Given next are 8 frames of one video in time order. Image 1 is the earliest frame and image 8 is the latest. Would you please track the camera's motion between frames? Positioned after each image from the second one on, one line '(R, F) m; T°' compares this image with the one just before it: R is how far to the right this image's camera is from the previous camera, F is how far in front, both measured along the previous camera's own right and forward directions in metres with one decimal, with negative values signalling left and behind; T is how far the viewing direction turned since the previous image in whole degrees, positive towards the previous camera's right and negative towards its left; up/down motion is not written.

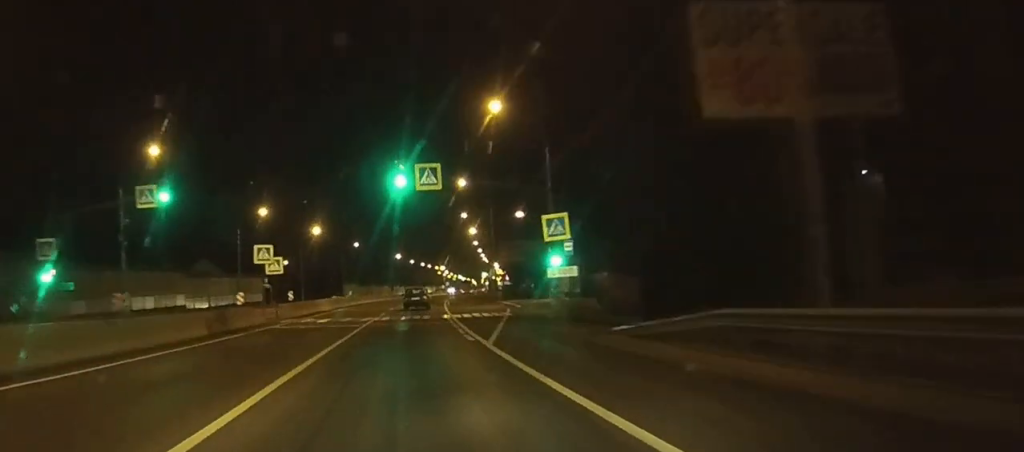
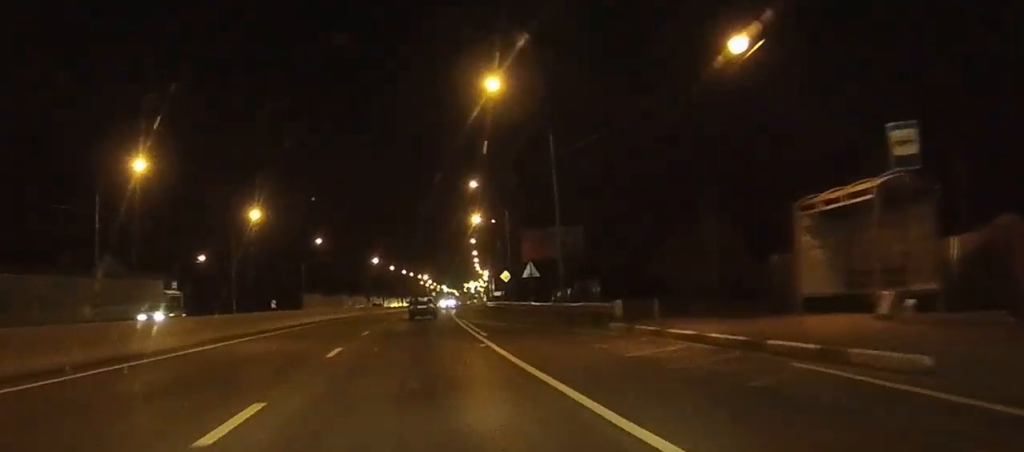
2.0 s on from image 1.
(+0.4, +40.1) m; +1°
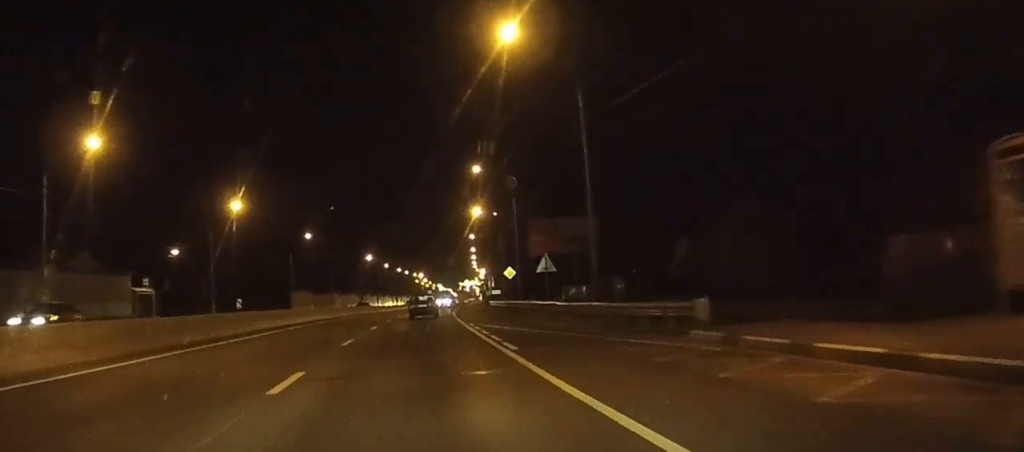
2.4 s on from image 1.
(0.0, +7.9) m; 0°
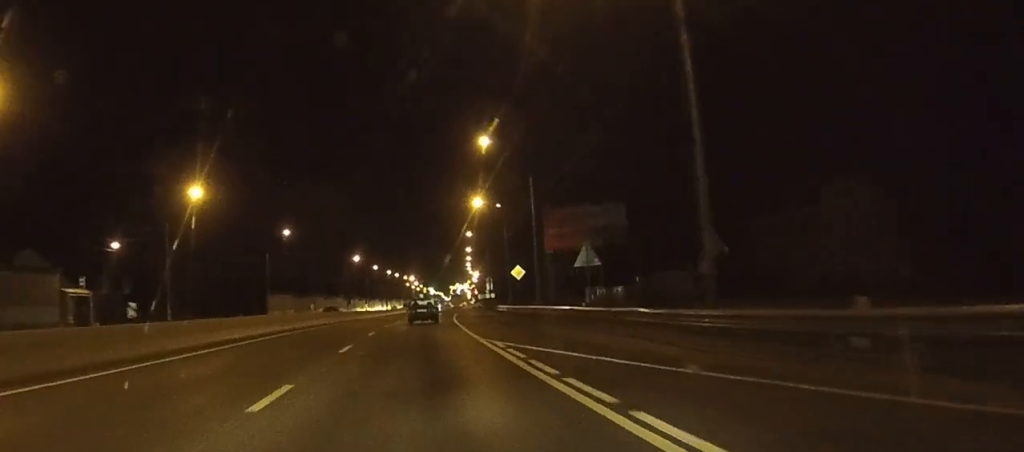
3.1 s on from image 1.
(+0.1, +13.3) m; 0°
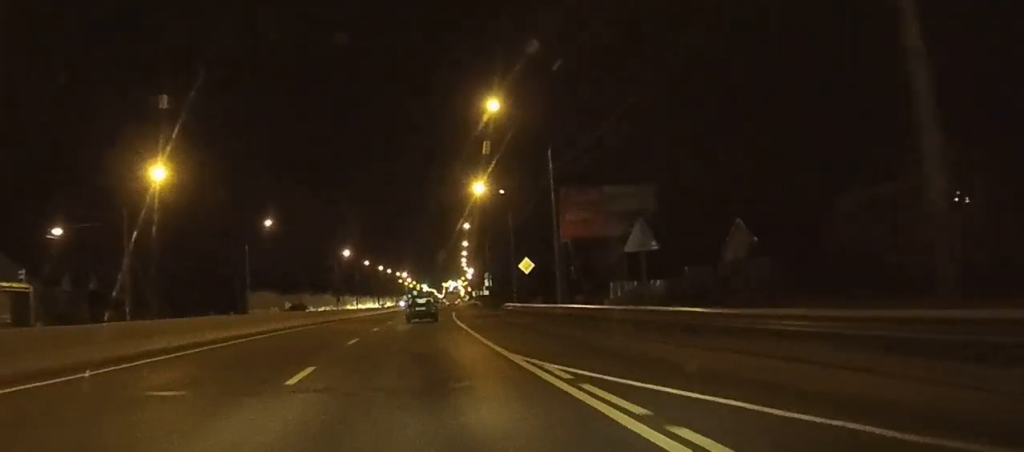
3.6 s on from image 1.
(0.0, +9.3) m; 0°
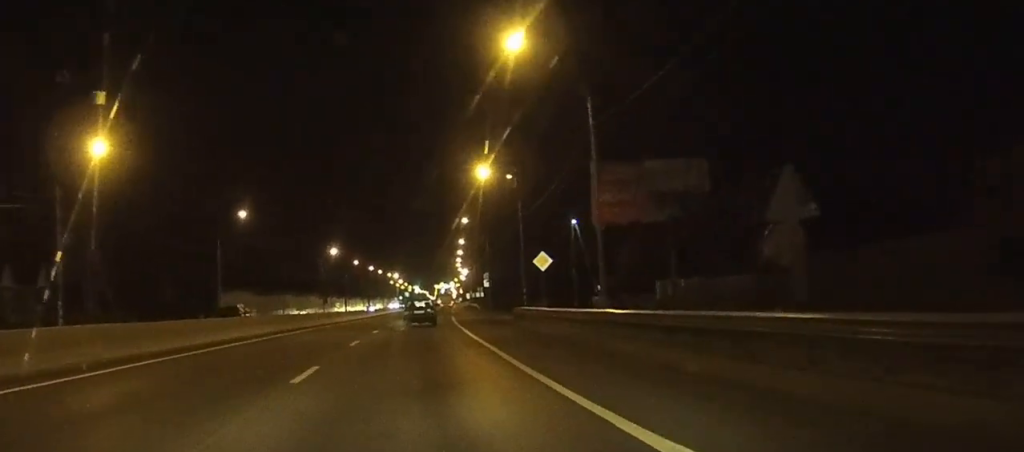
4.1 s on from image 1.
(0.0, +11.3) m; 0°
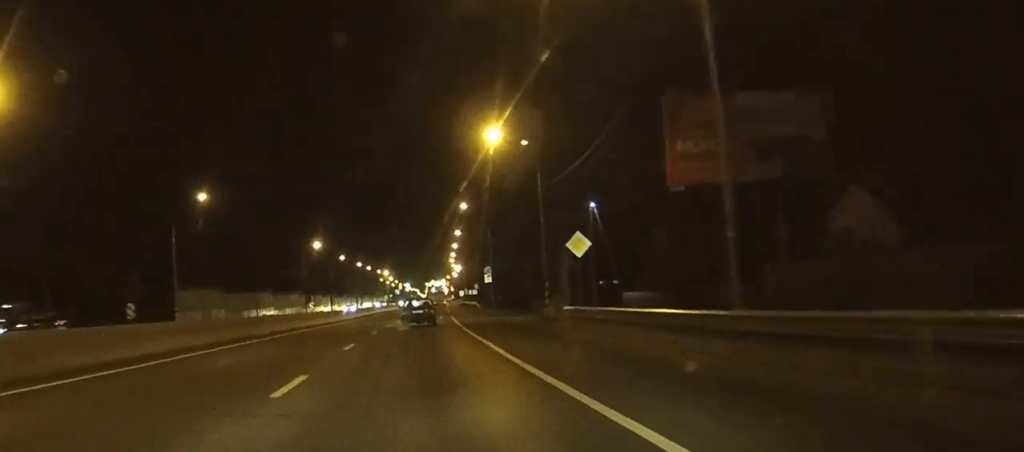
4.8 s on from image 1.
(+0.1, +14.0) m; +1°
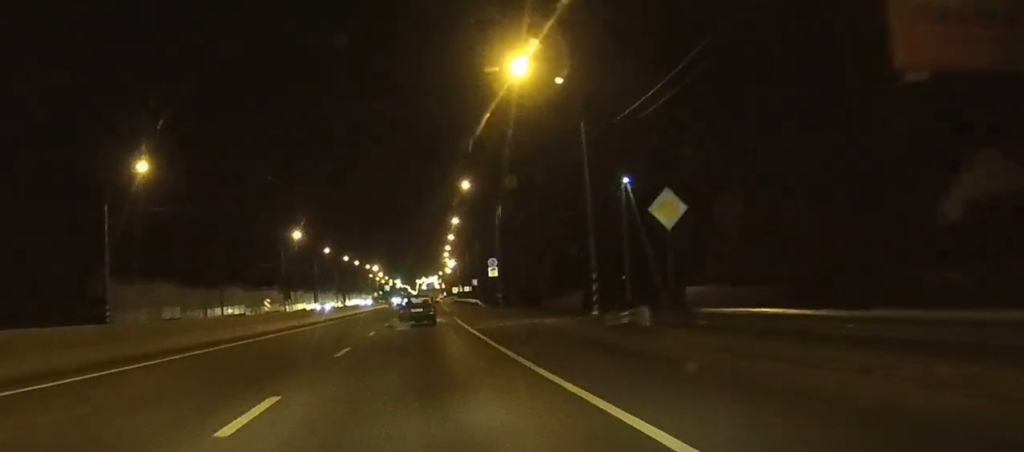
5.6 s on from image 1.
(+0.1, +15.3) m; +1°
